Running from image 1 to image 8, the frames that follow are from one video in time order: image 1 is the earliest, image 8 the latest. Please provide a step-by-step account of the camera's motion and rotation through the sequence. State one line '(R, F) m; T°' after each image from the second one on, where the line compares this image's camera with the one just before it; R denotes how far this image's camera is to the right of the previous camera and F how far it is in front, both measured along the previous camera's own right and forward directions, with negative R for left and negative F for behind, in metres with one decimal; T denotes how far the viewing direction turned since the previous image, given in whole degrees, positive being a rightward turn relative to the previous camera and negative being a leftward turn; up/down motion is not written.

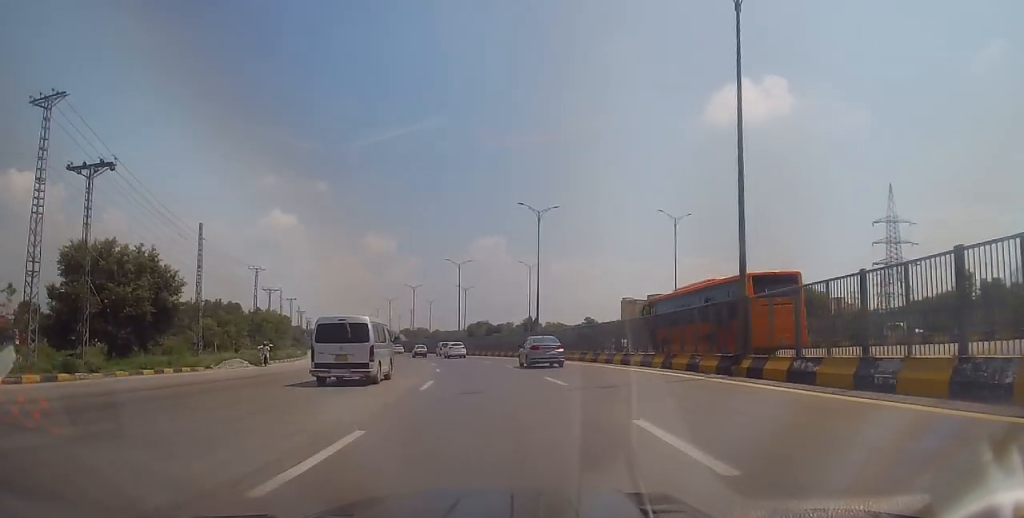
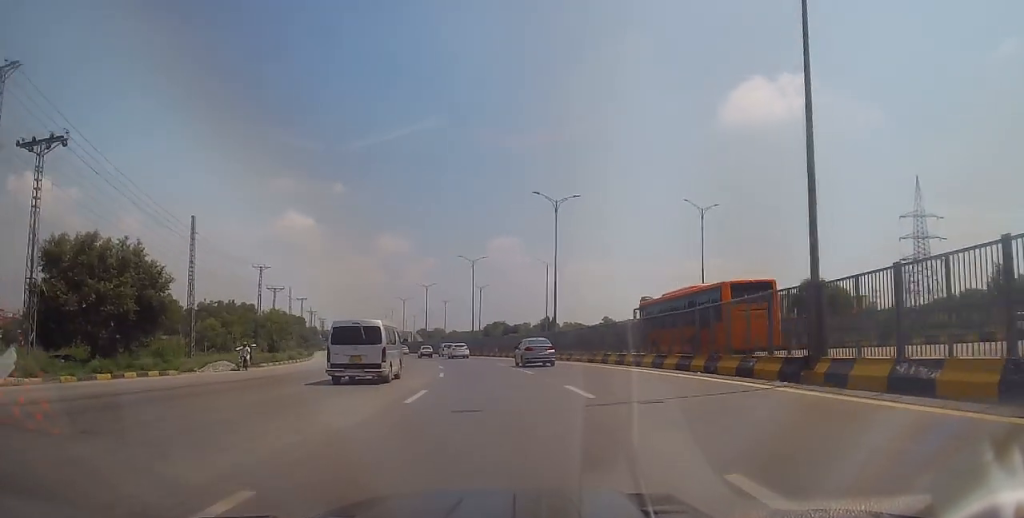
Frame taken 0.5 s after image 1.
(-0.1, +4.0) m; -3°
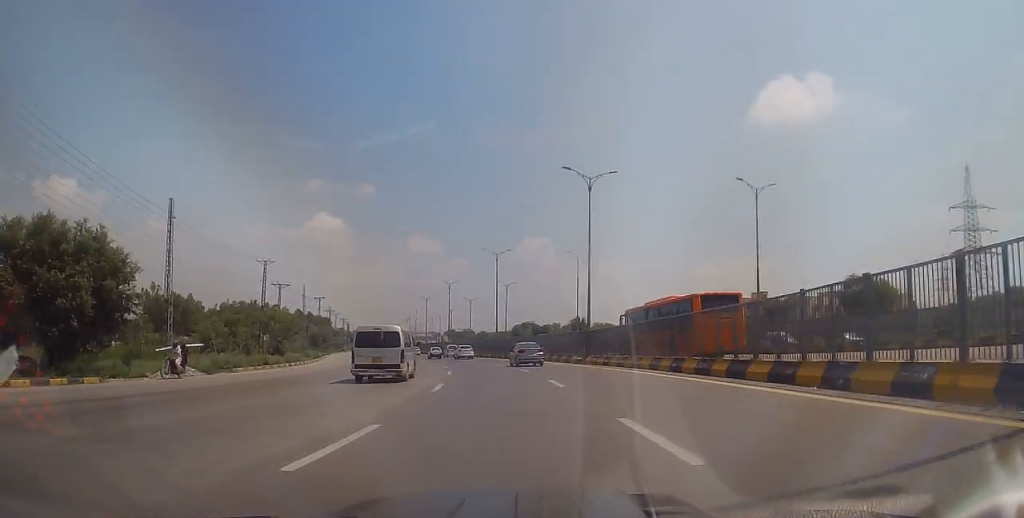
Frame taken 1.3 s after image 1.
(-0.6, +7.2) m; -4°
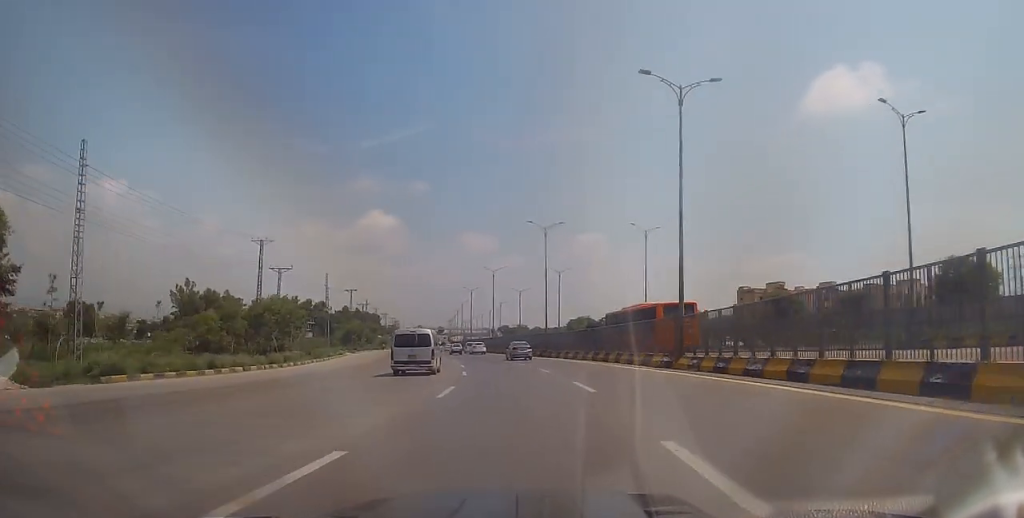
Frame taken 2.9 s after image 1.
(+0.3, +14.6) m; +1°
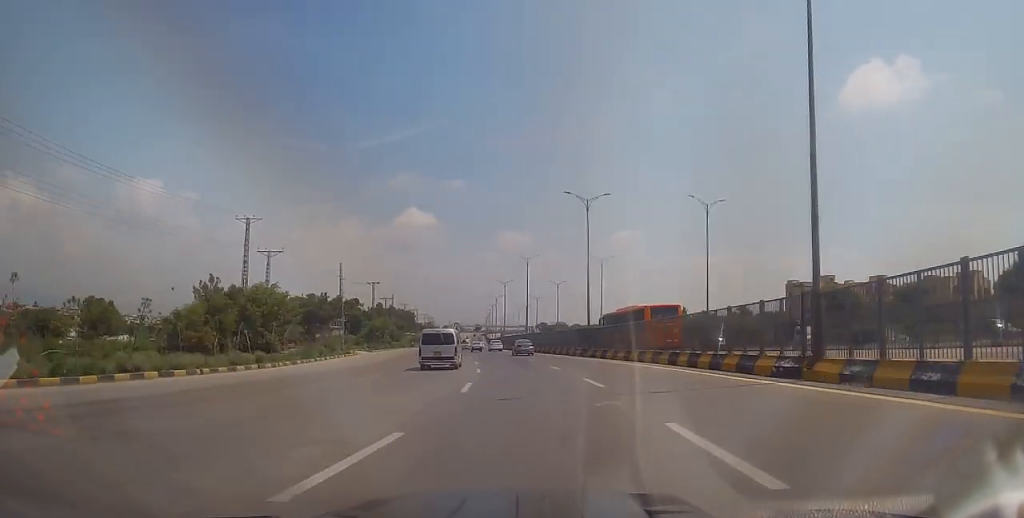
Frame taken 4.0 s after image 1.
(-0.1, +10.6) m; -3°
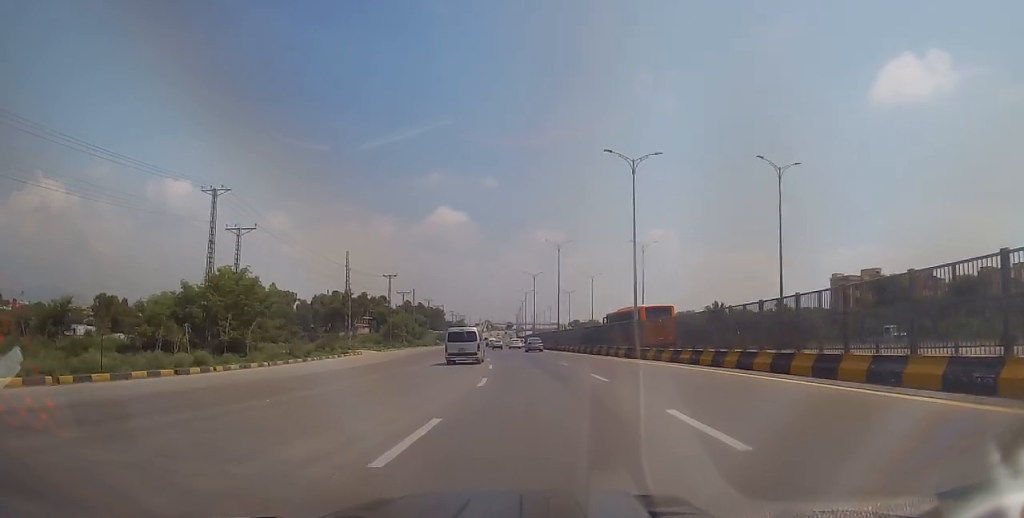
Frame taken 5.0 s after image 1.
(-0.4, +10.5) m; -4°
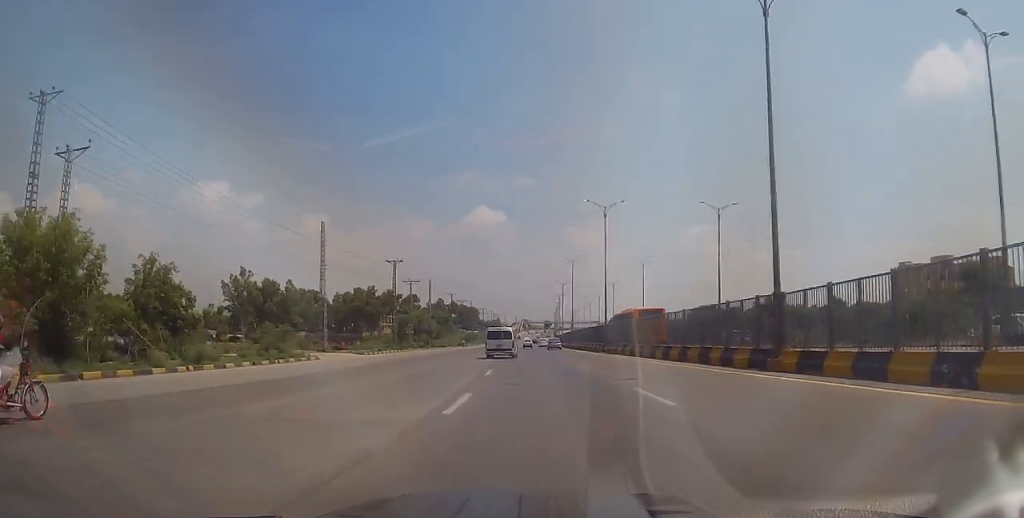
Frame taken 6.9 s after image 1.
(-1.3, +19.8) m; -5°
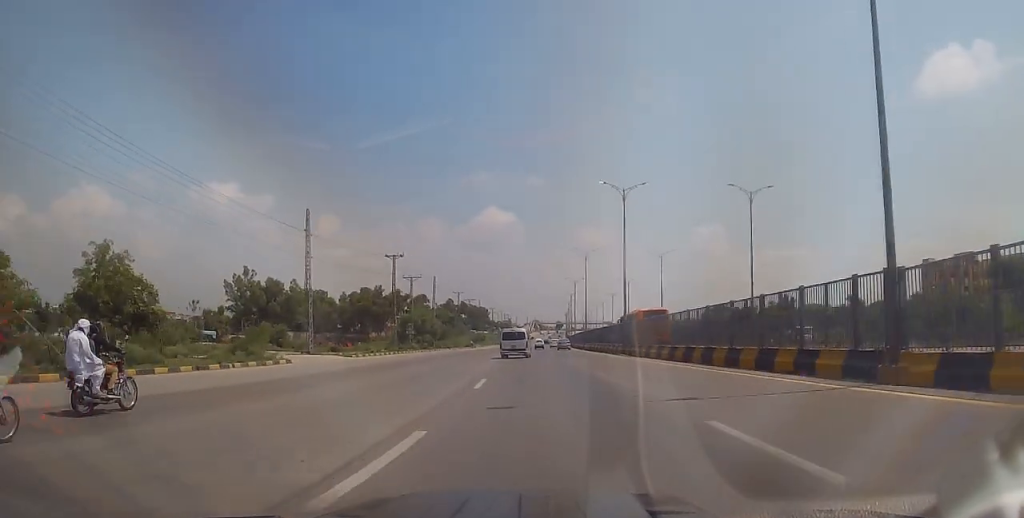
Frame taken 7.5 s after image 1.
(0.0, +6.2) m; 0°
